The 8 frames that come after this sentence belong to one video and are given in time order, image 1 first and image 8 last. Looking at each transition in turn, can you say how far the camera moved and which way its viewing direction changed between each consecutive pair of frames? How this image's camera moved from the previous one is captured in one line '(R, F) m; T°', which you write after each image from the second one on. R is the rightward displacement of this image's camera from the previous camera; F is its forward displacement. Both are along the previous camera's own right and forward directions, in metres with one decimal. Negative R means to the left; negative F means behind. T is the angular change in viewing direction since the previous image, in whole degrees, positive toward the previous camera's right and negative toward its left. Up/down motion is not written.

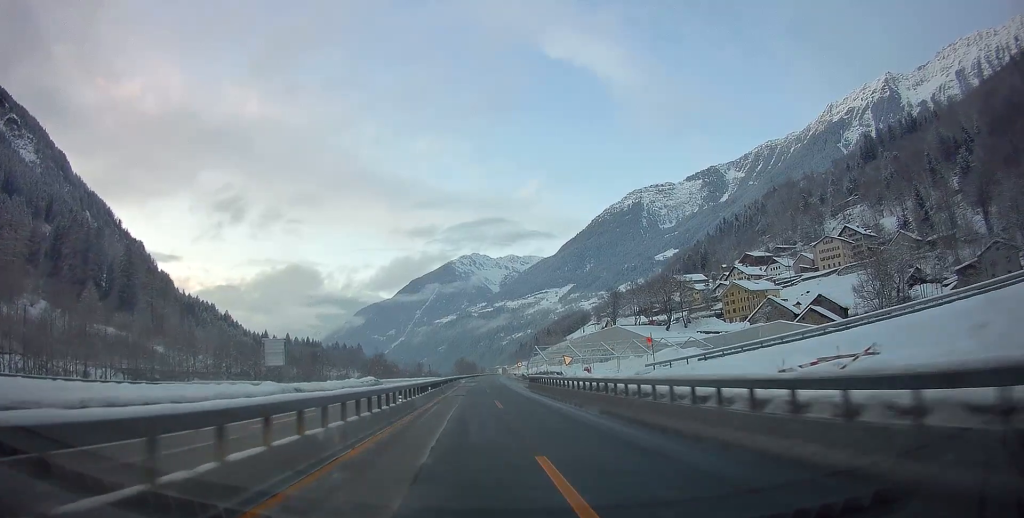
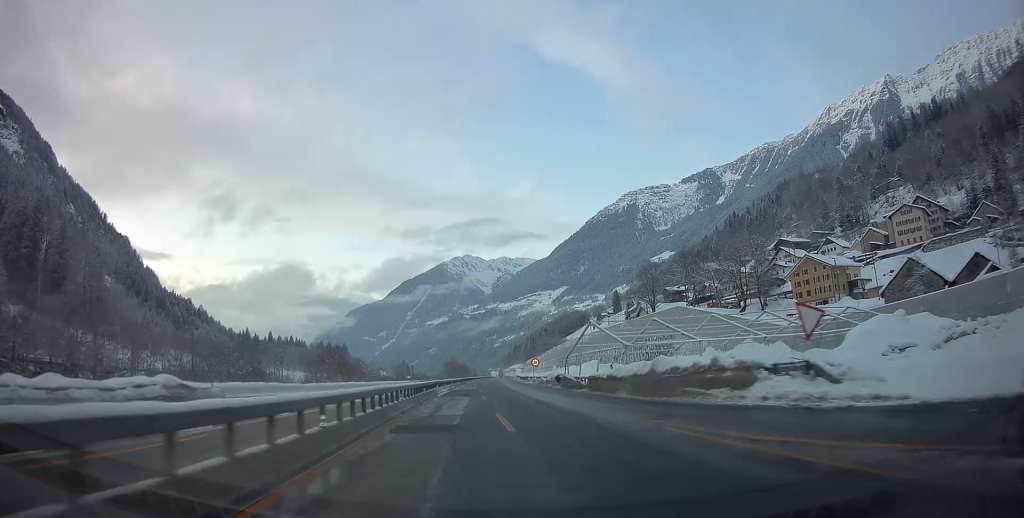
(+0.7, +45.0) m; +1°
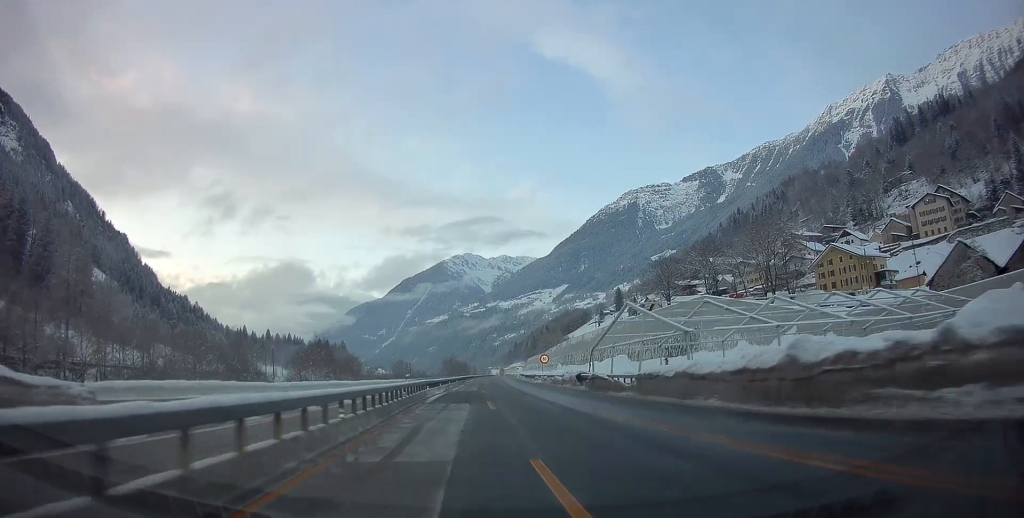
(0.0, +10.7) m; 0°
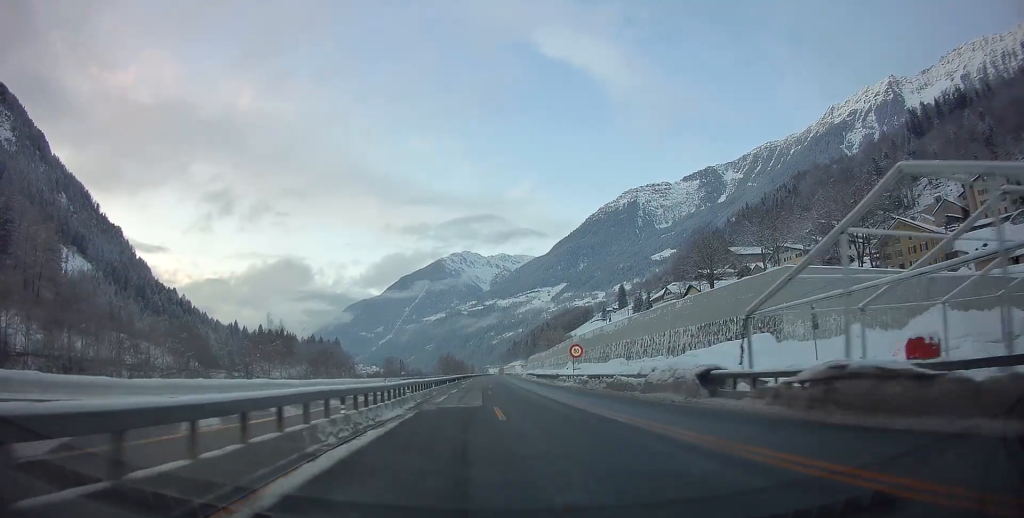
(0.0, +23.6) m; 0°
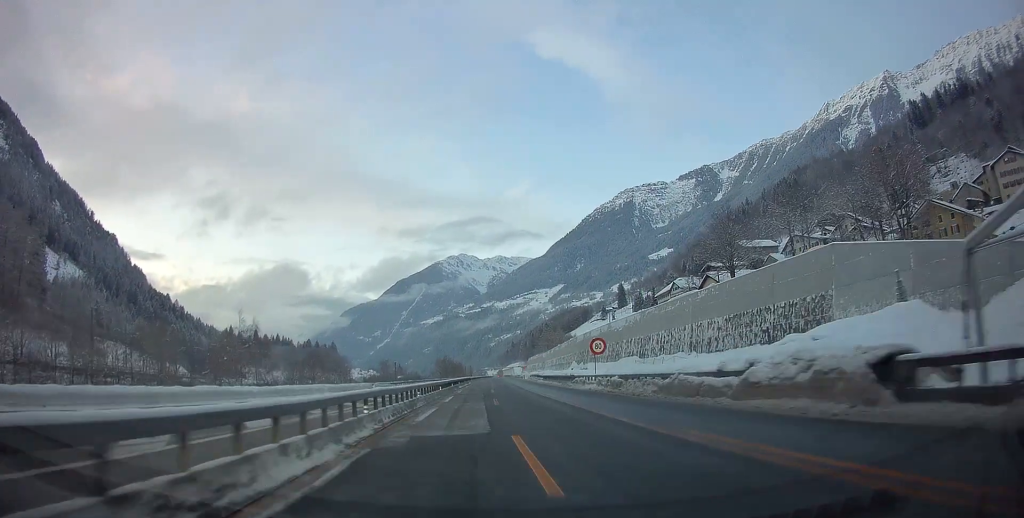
(0.0, +9.3) m; 0°
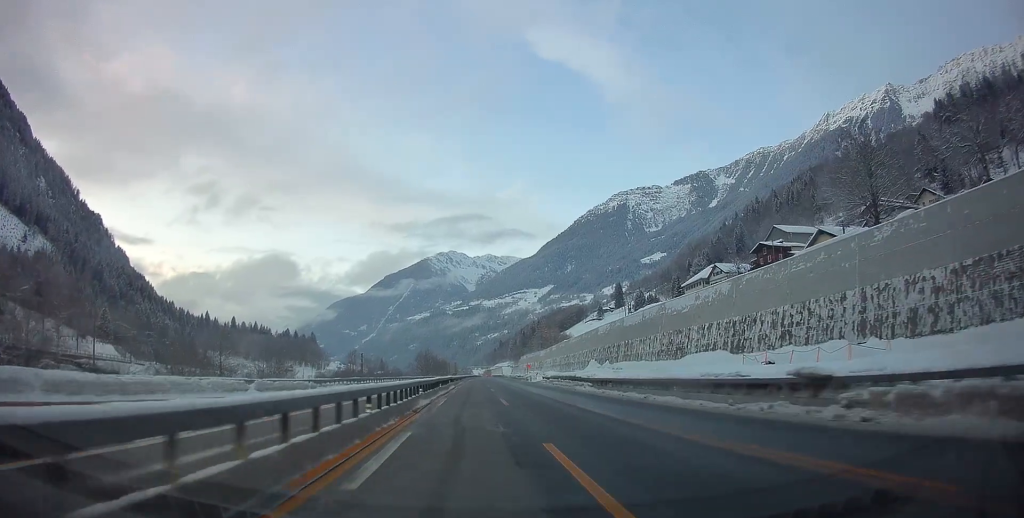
(+0.7, +38.6) m; +2°
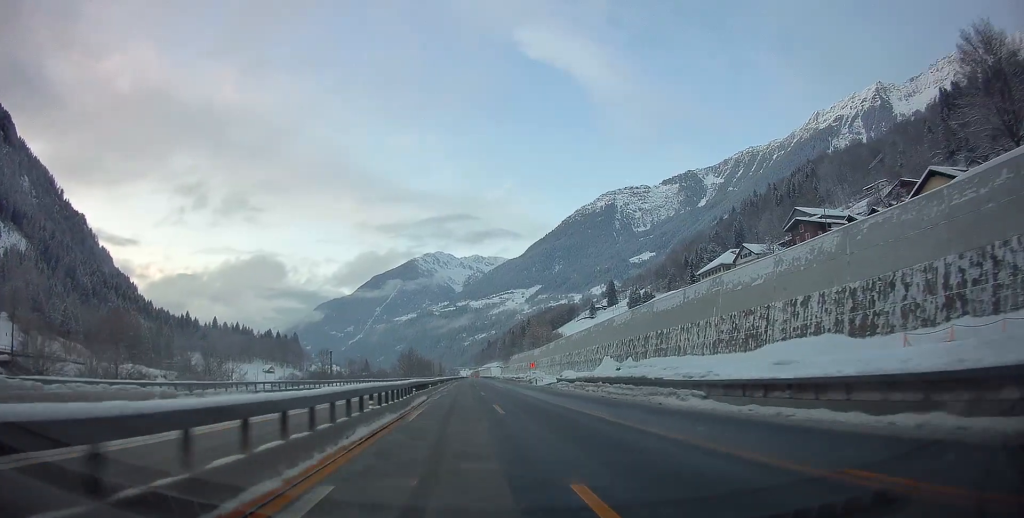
(0.0, +22.2) m; -1°
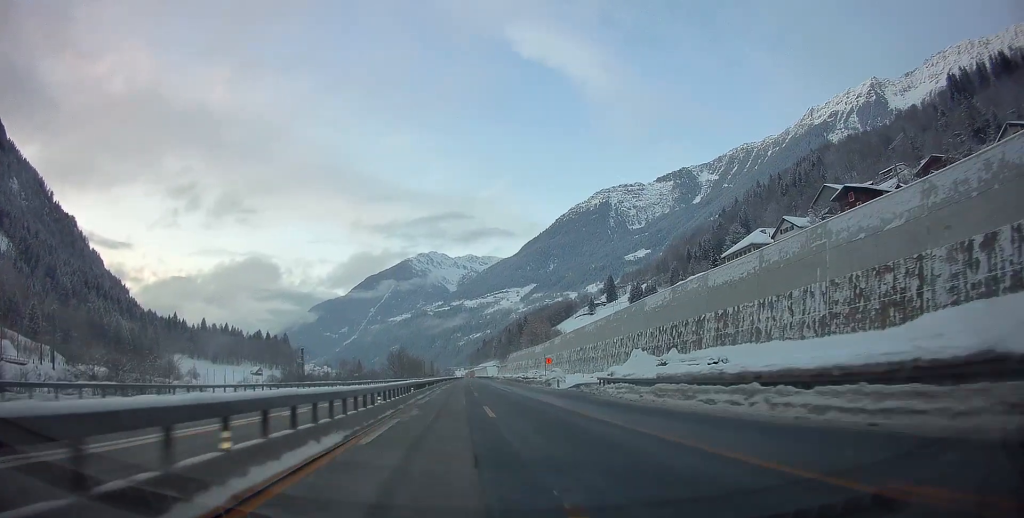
(-0.2, +19.3) m; 0°
